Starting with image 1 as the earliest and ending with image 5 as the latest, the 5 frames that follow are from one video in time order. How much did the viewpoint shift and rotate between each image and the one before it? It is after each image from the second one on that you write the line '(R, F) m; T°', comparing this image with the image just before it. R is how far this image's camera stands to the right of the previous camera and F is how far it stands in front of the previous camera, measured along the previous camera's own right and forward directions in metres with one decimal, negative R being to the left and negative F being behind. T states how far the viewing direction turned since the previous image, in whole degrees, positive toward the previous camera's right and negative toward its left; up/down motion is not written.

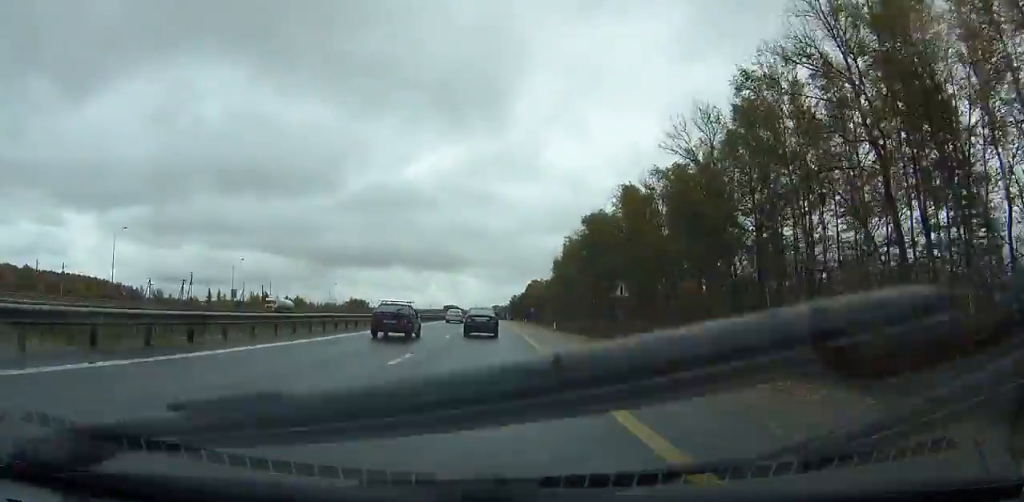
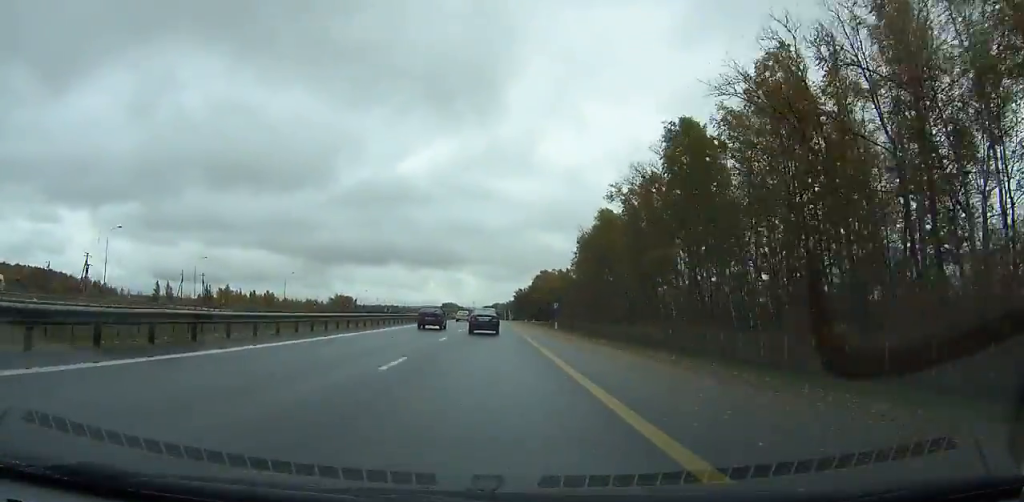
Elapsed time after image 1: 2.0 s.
(-0.1, +49.4) m; 0°
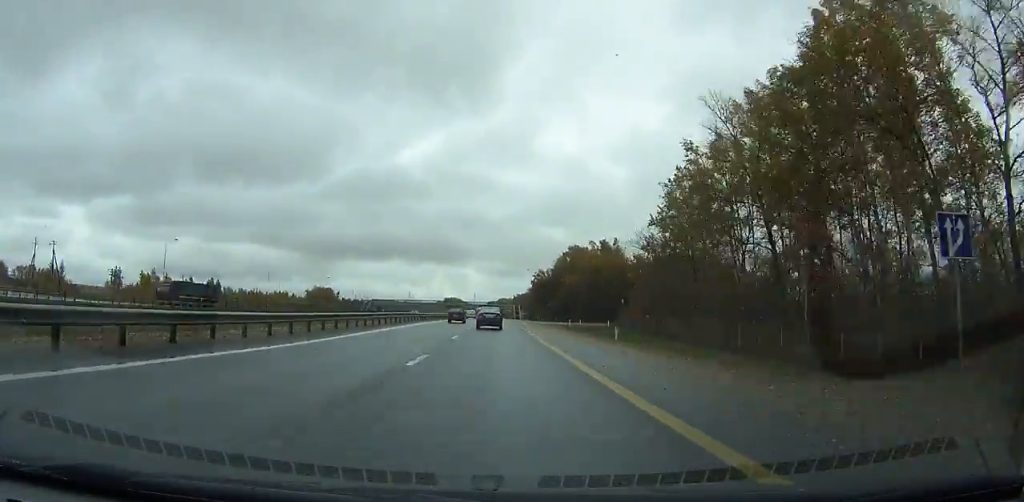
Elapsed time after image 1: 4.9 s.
(-0.3, +71.5) m; 0°
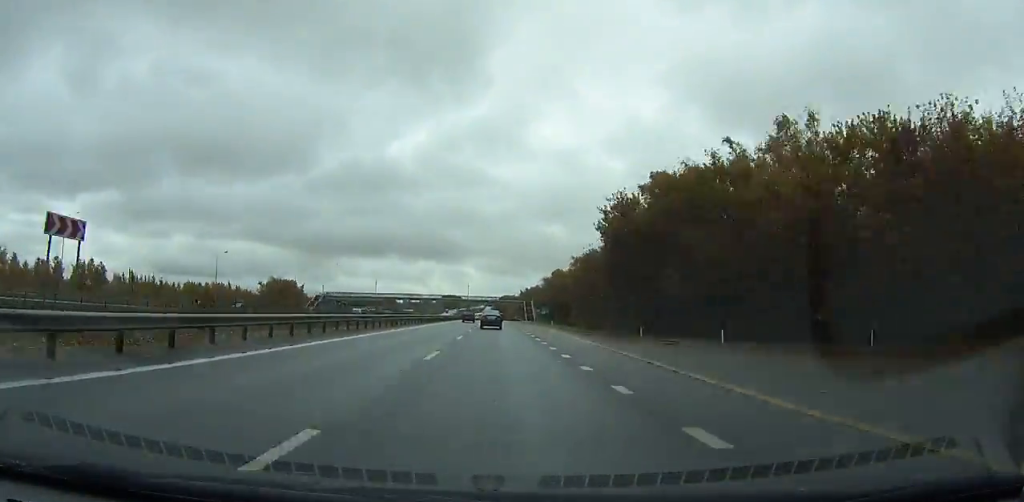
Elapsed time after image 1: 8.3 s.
(-0.4, +84.0) m; 0°
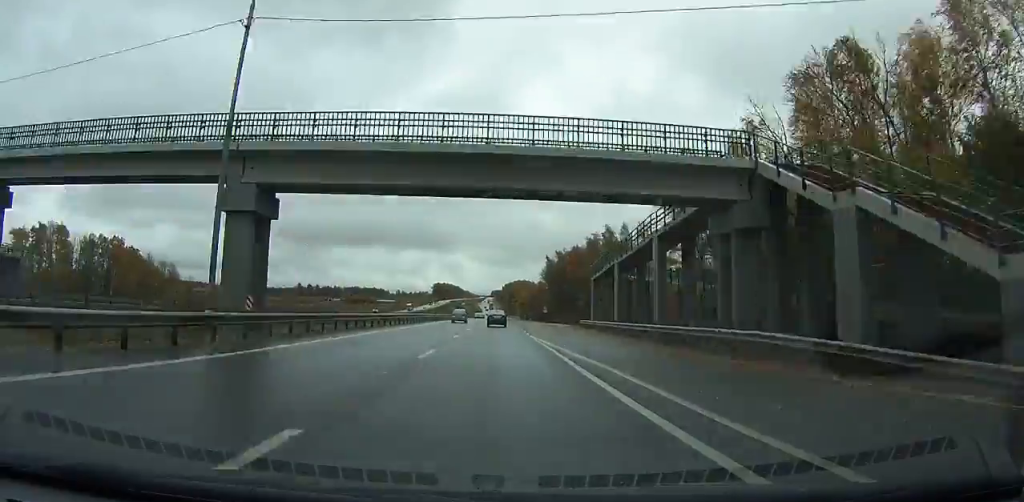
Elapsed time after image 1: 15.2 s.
(-0.4, +174.5) m; 0°
